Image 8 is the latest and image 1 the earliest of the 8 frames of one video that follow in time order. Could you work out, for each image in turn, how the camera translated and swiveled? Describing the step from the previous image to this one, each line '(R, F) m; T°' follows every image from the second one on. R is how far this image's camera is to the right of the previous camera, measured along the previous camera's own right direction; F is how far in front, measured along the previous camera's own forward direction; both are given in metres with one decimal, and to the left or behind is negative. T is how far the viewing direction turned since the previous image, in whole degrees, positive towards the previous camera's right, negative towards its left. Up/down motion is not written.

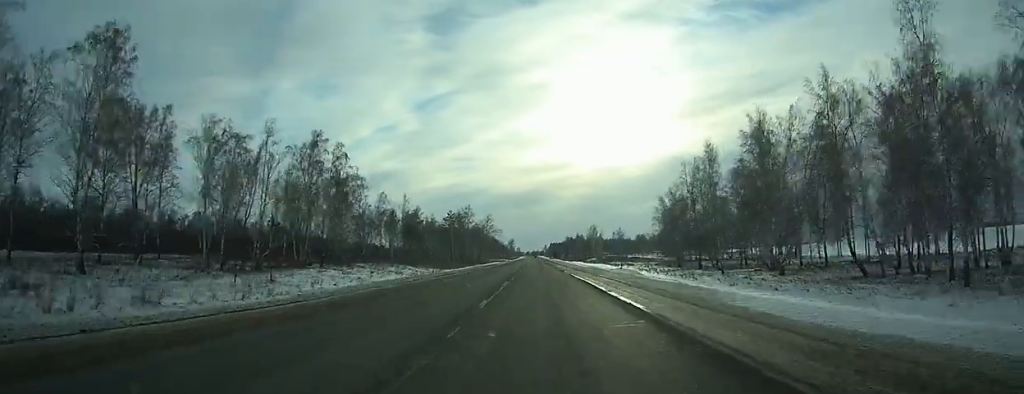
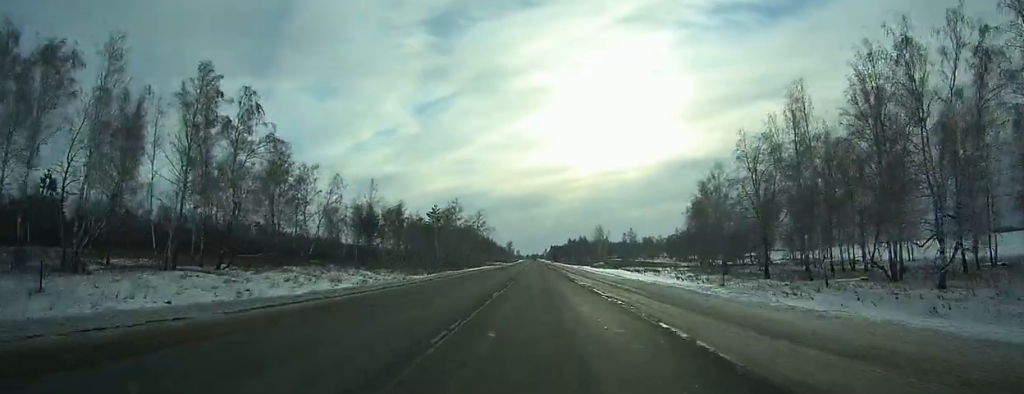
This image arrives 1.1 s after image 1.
(0.0, +26.6) m; 0°
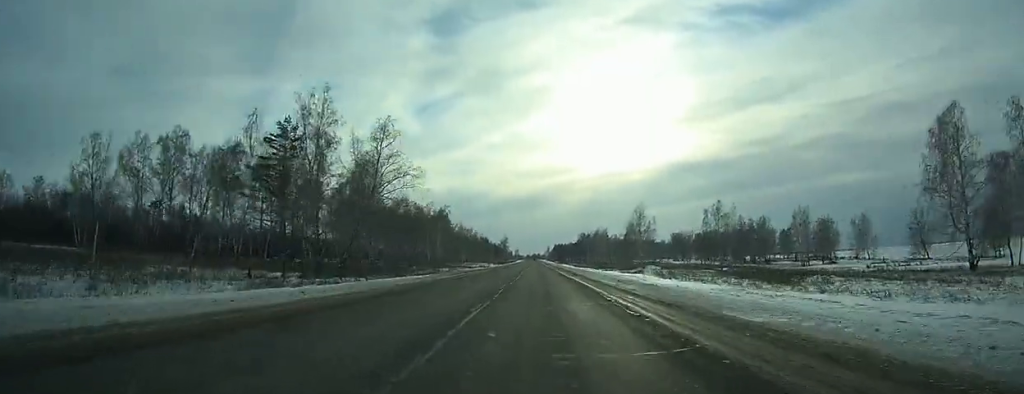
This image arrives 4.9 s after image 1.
(0.0, +90.8) m; 0°
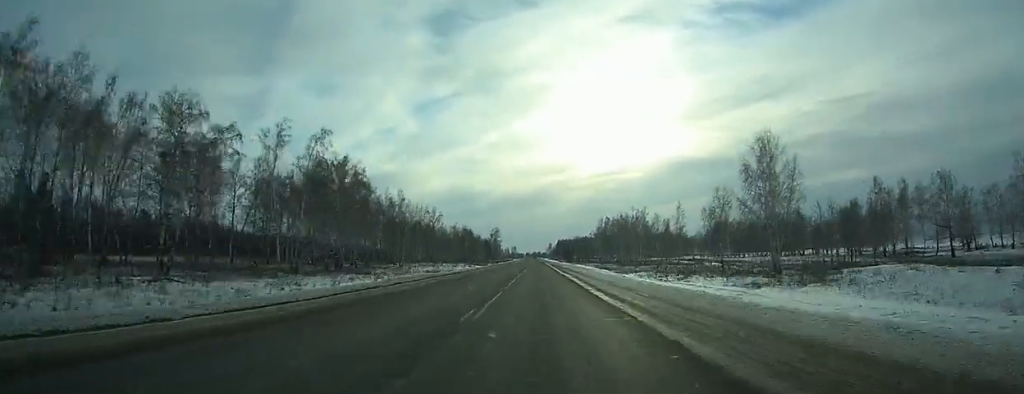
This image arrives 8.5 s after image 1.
(-0.1, +96.0) m; 0°
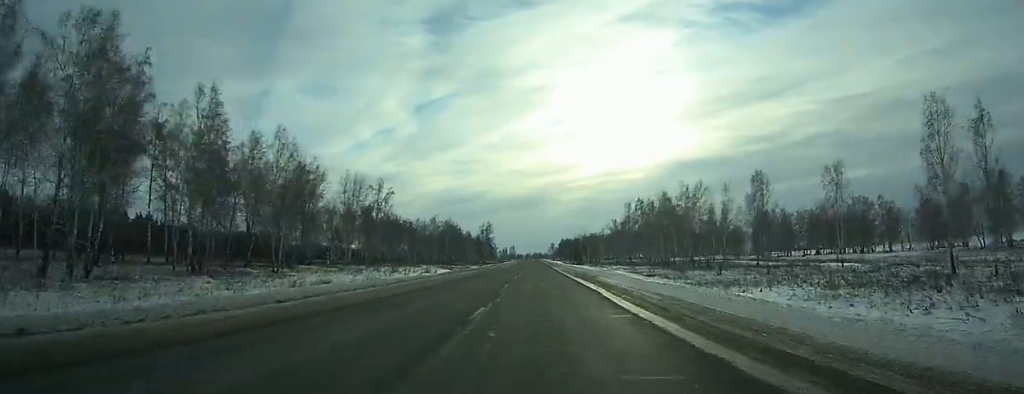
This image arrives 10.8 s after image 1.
(0.0, +65.5) m; 0°
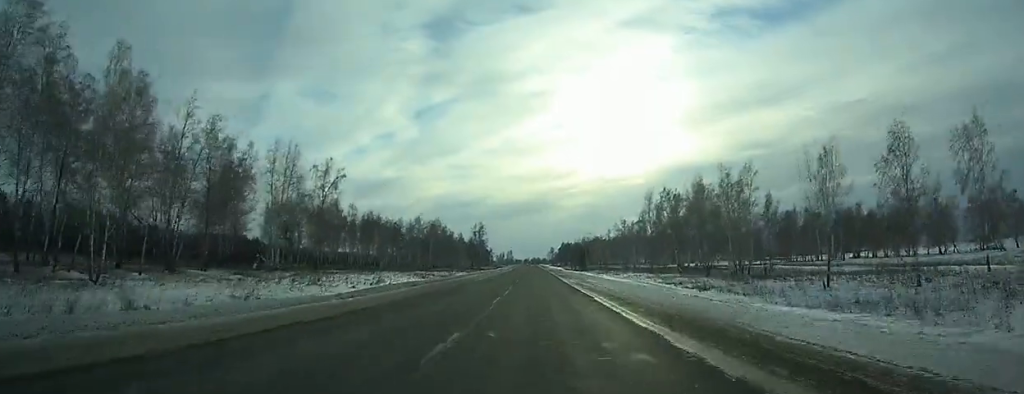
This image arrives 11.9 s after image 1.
(0.0, +31.6) m; 0°
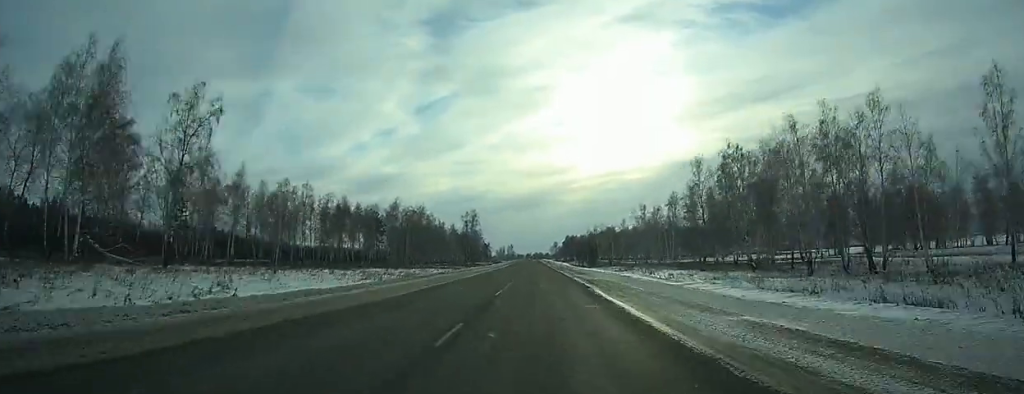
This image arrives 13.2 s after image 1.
(+0.1, +37.3) m; 0°
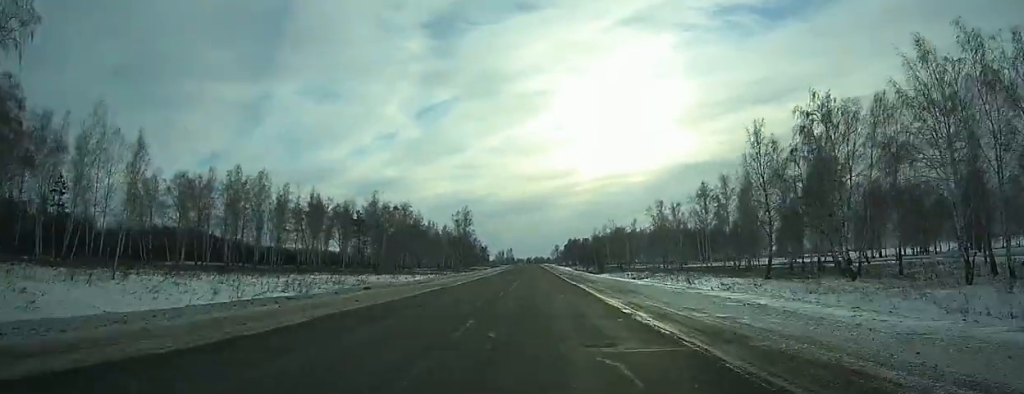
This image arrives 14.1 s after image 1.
(+0.1, +24.0) m; 0°
